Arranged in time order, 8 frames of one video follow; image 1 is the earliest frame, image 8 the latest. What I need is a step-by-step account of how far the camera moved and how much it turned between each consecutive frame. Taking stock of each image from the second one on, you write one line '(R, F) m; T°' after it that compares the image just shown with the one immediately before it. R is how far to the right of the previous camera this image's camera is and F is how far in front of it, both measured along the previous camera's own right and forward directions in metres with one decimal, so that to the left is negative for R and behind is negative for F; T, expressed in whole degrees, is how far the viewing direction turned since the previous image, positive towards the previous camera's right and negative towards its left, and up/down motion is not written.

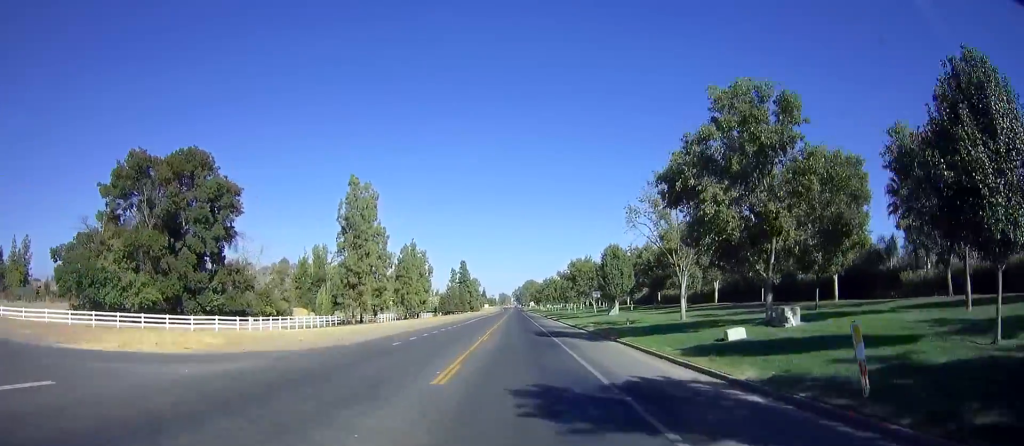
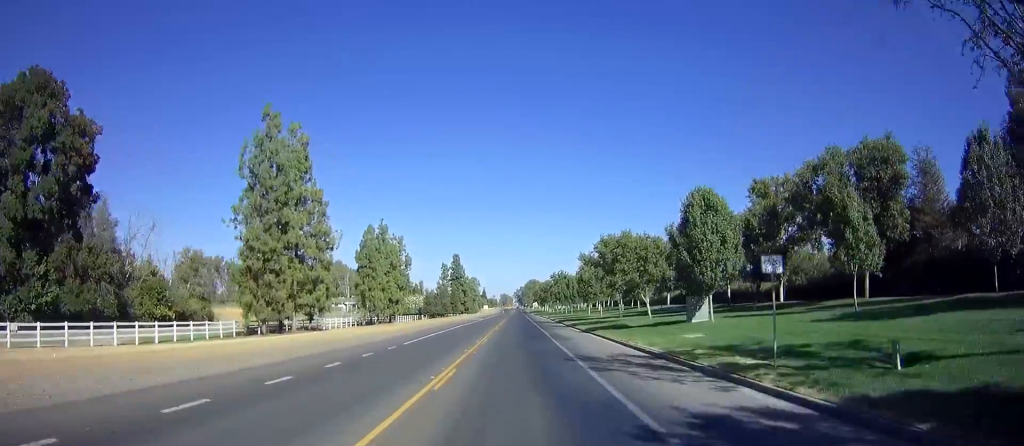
(+0.2, +30.1) m; 0°
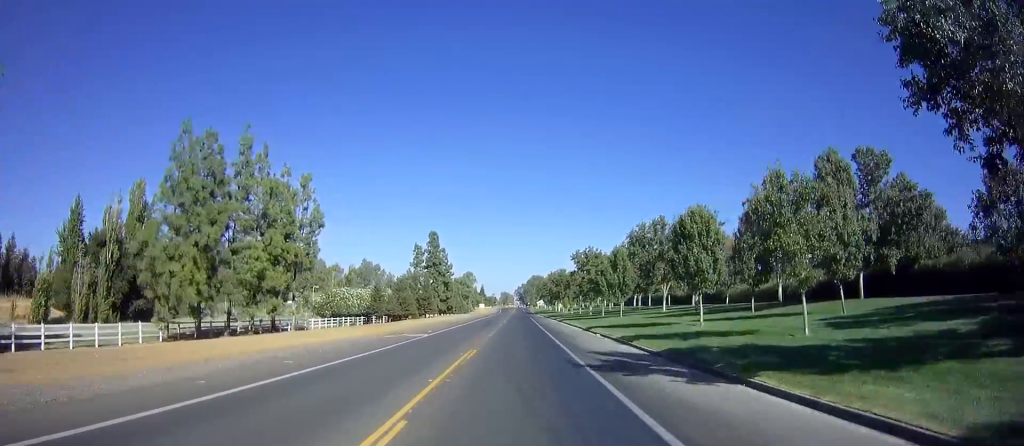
(-0.3, +50.6) m; 0°
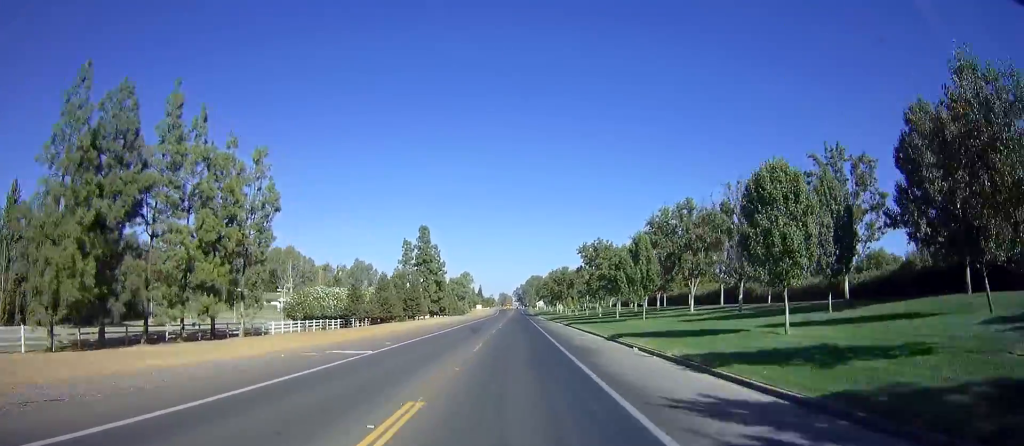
(+0.1, +11.2) m; 0°
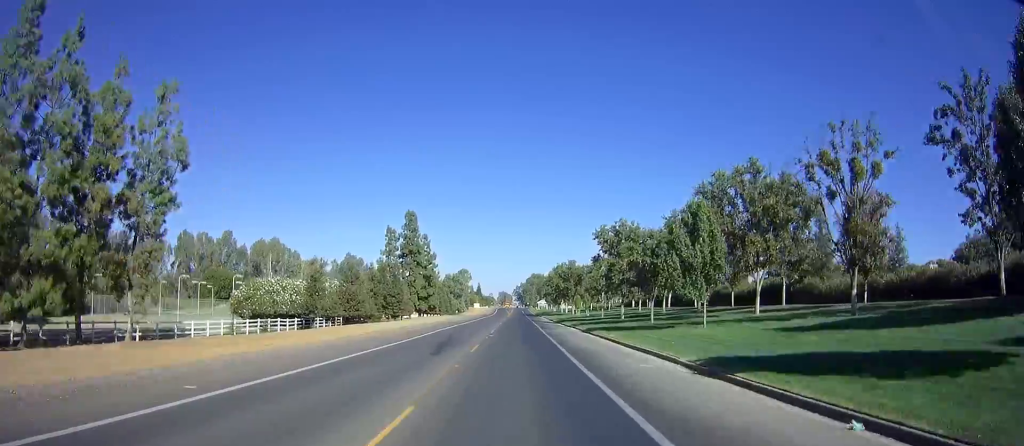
(+0.1, +15.5) m; 0°
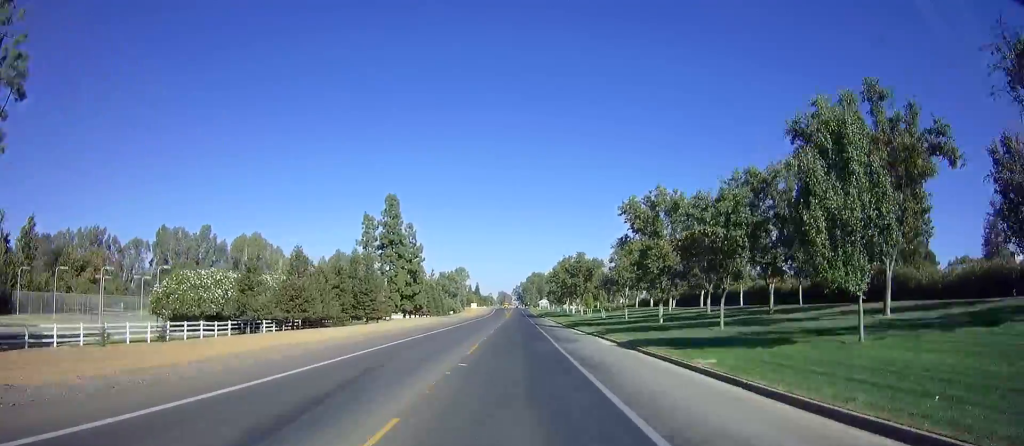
(0.0, +15.5) m; 0°
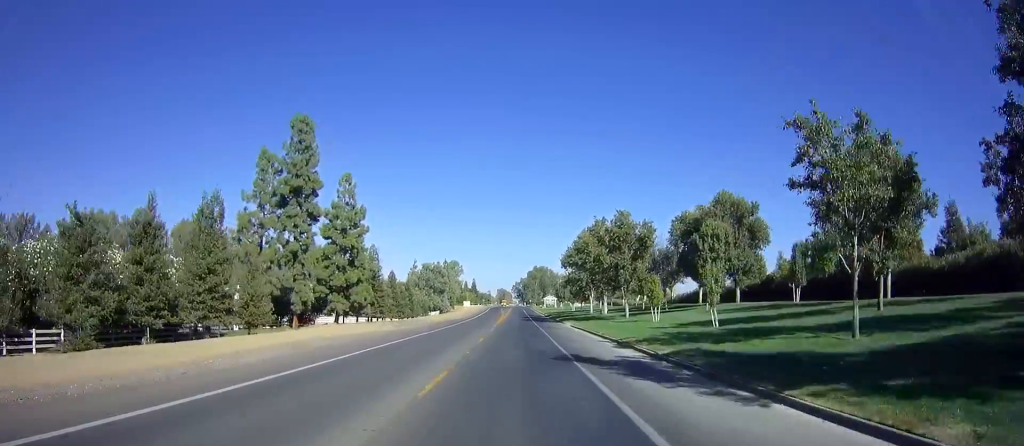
(0.0, +38.1) m; 0°
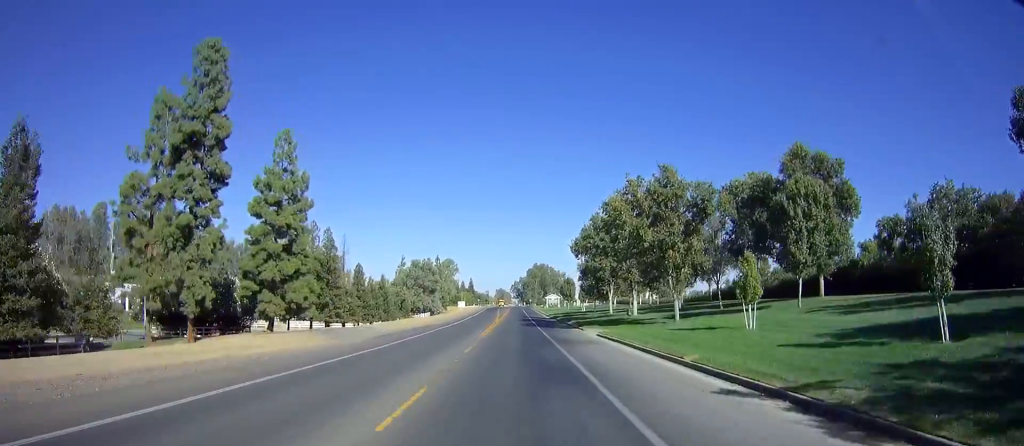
(0.0, +17.4) m; 0°
